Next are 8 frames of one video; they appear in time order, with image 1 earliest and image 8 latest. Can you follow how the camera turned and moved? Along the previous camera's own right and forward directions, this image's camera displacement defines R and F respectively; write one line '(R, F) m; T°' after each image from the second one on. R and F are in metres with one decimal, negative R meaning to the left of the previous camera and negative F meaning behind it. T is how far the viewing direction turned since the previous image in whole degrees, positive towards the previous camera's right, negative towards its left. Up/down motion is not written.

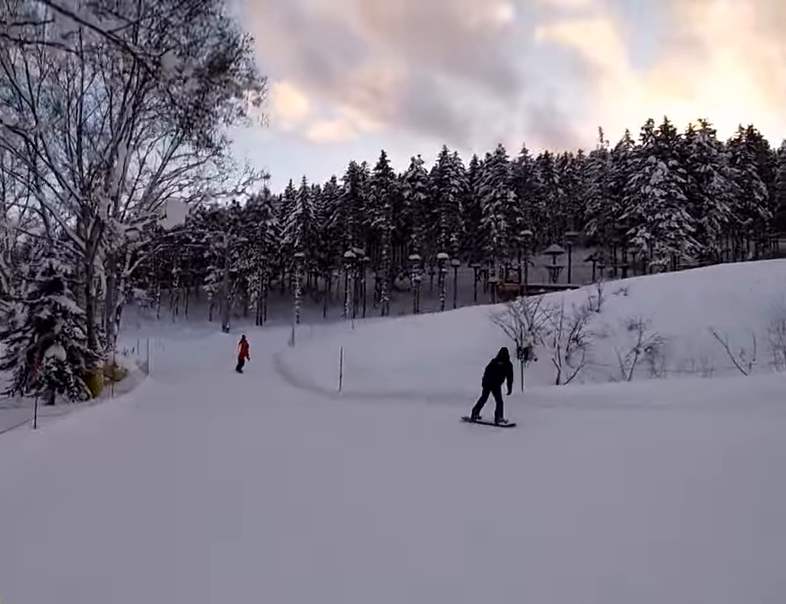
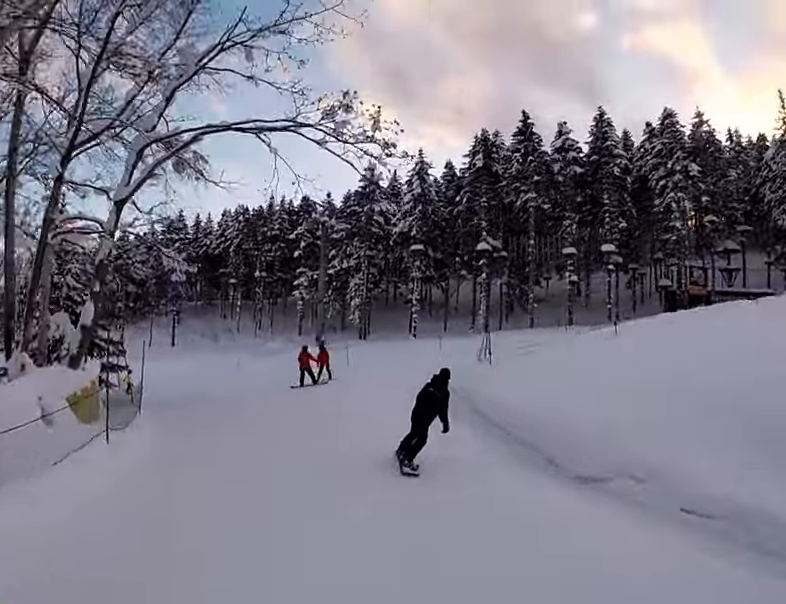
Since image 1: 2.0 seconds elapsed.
(0.0, +15.4) m; 0°
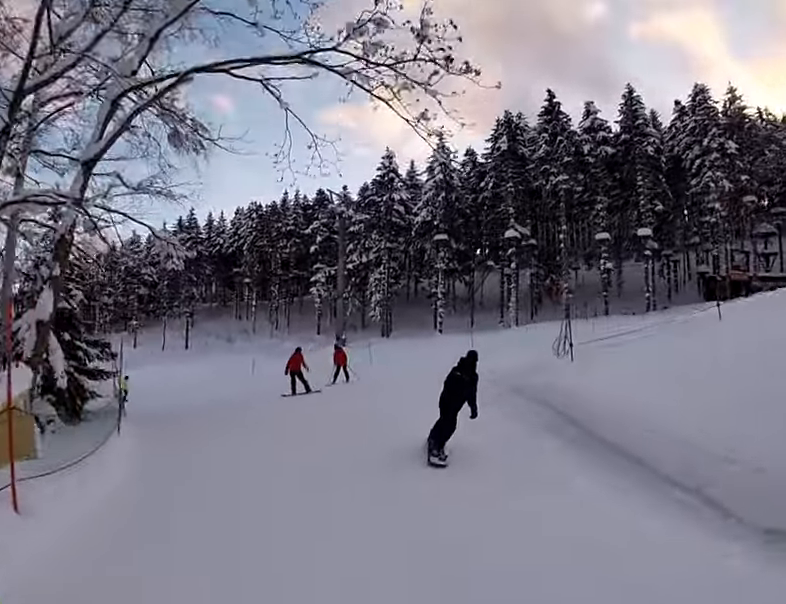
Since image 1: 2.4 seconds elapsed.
(0.0, +2.9) m; -2°
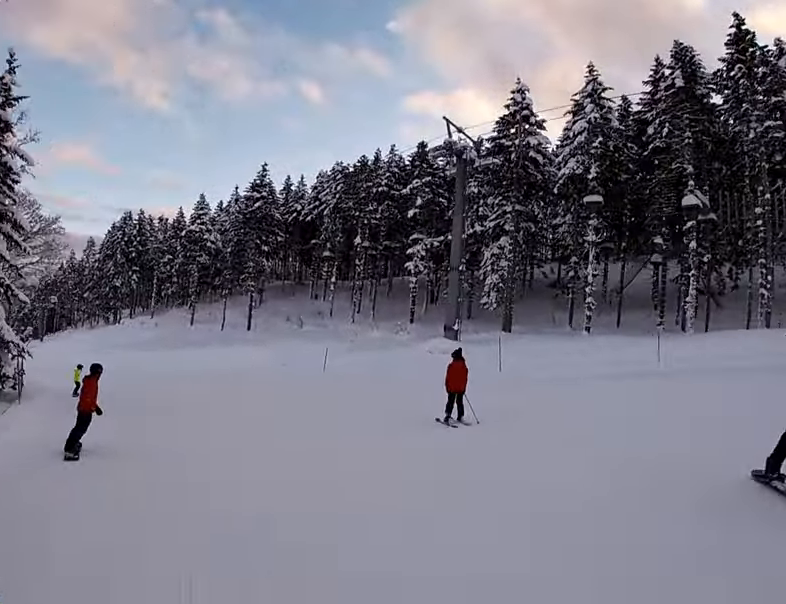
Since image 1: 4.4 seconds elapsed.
(-2.2, +12.9) m; -18°
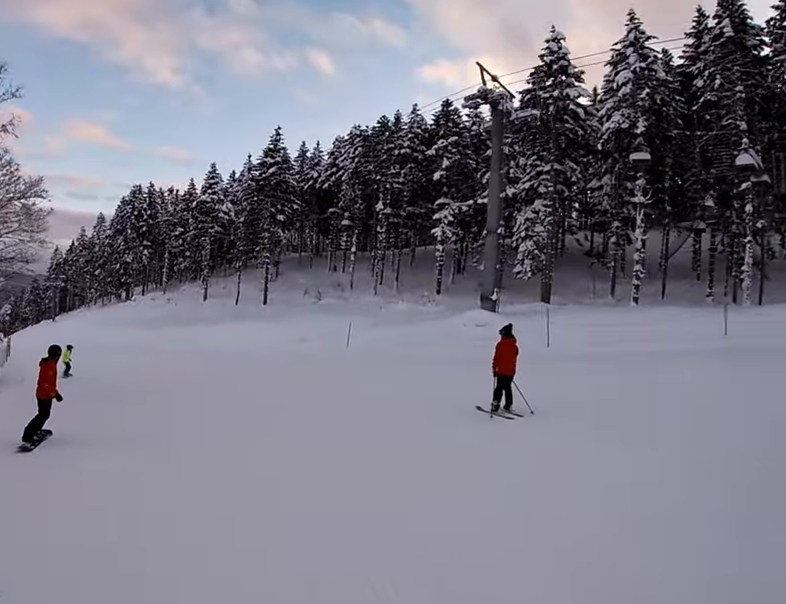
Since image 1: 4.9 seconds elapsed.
(0.0, +3.4) m; 0°
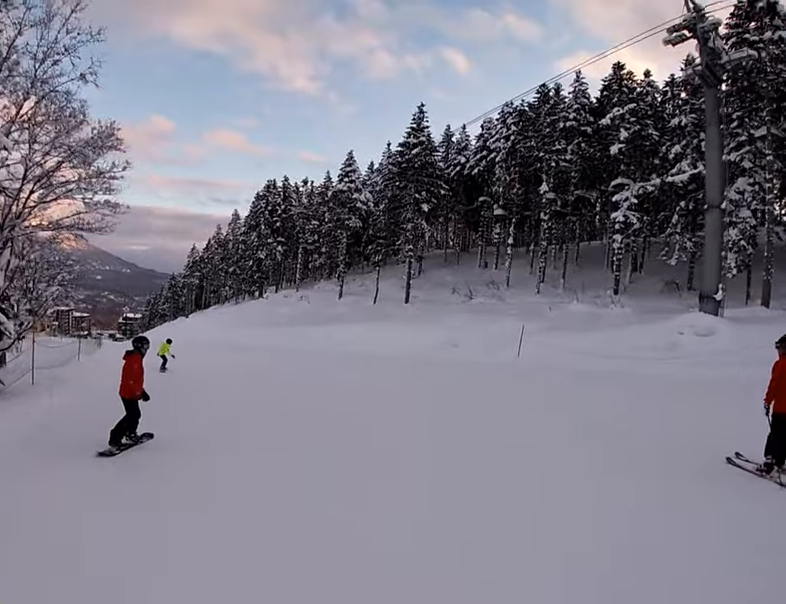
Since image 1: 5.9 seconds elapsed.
(0.0, +6.8) m; 0°
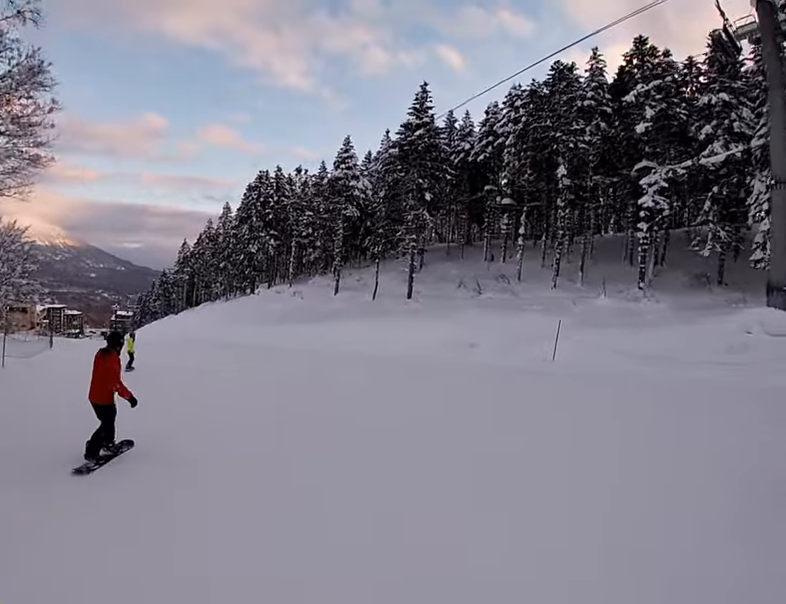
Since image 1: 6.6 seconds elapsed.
(0.0, +4.4) m; -3°
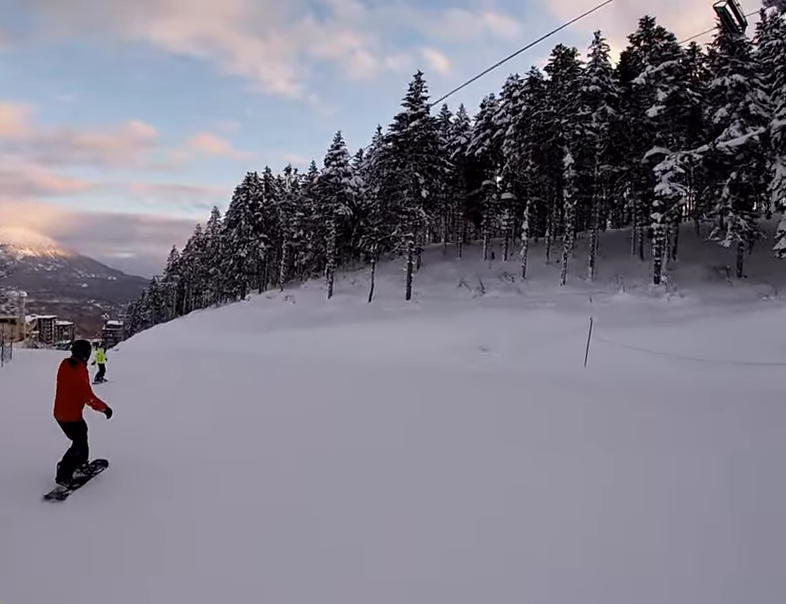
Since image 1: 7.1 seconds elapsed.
(+0.2, +3.0) m; -4°
